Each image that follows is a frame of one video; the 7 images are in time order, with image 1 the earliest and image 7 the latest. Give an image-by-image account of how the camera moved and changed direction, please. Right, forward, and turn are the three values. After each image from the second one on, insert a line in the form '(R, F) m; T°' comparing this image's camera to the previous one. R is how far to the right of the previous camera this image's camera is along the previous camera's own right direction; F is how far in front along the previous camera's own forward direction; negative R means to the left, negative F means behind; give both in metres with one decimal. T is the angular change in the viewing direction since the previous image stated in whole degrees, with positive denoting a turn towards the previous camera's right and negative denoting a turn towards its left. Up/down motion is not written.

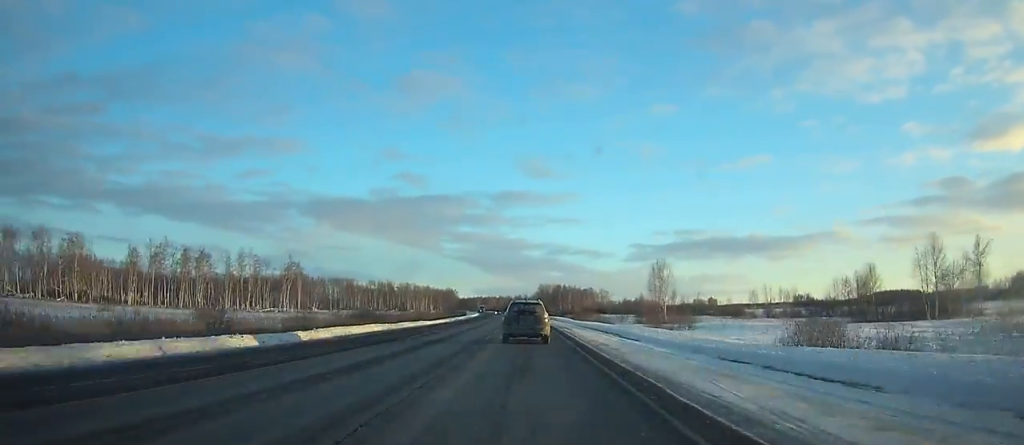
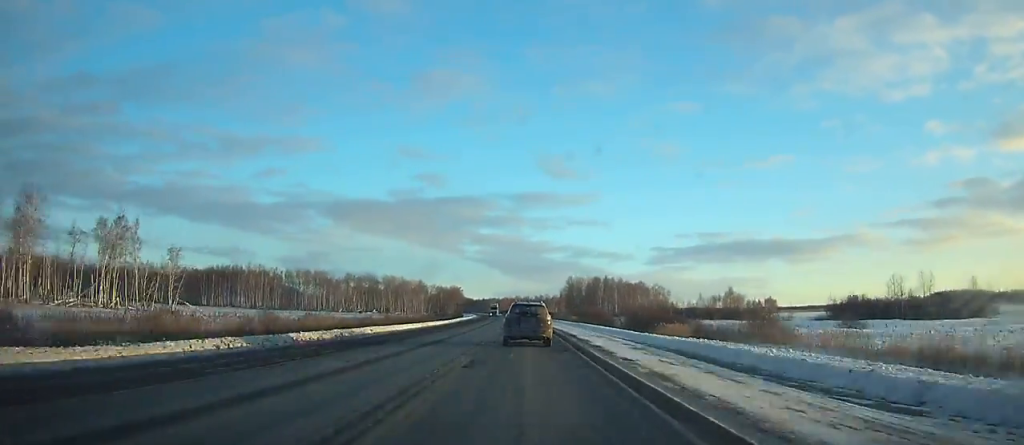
(-1.8, +94.9) m; -2°
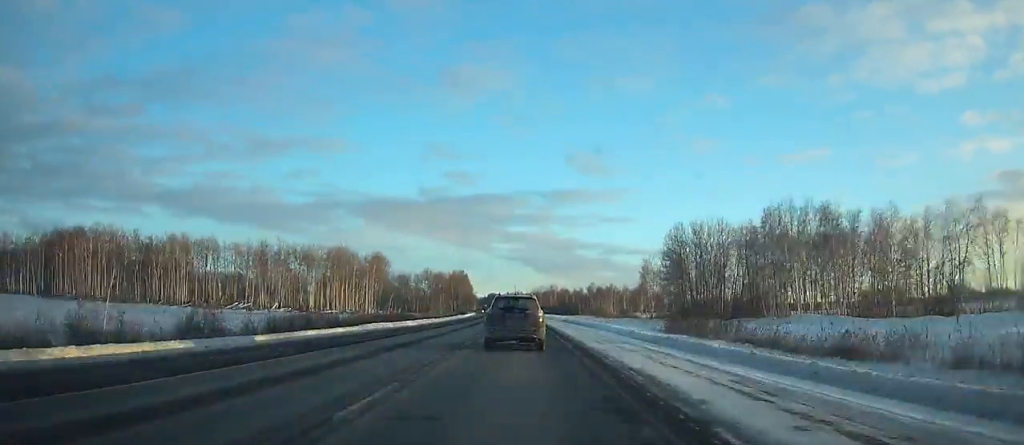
(-3.6, +133.3) m; -3°
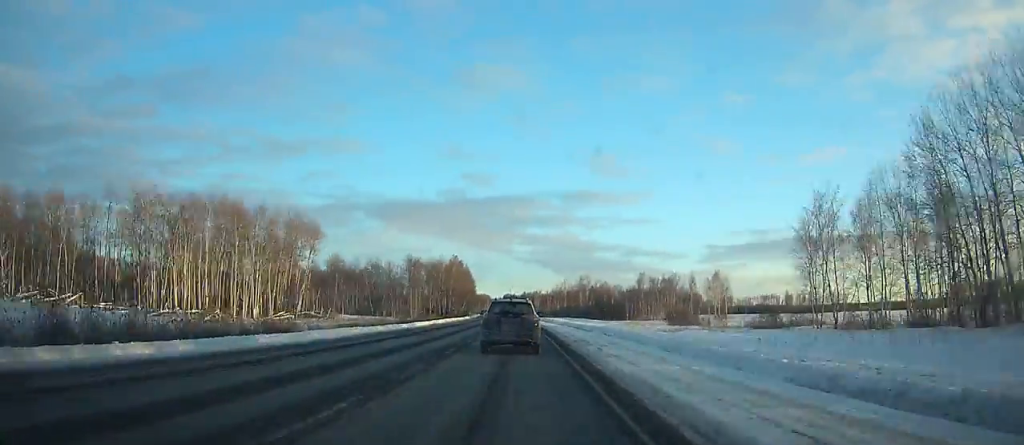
(-0.9, +72.6) m; -2°
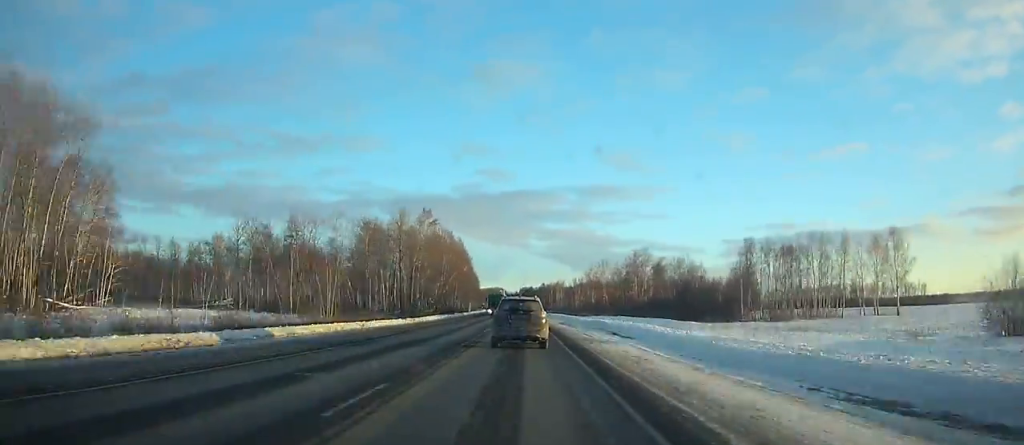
(-1.4, +71.6) m; -2°
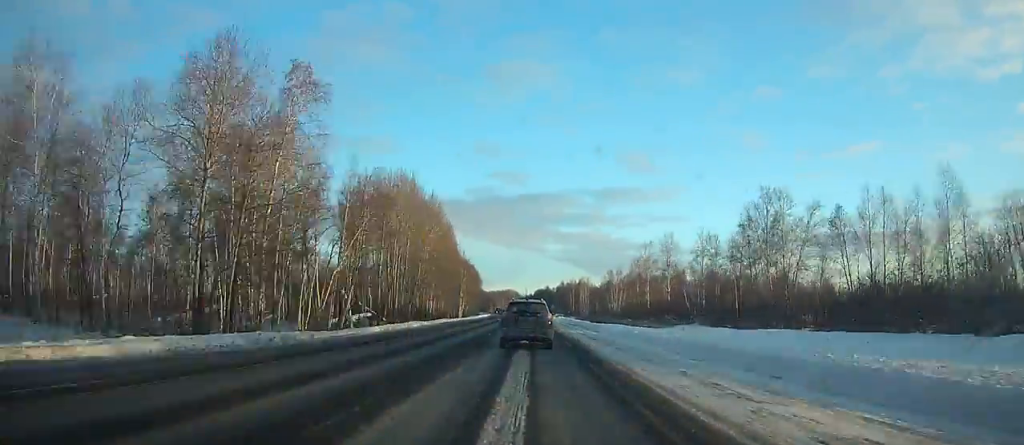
(-0.7, +60.4) m; -1°
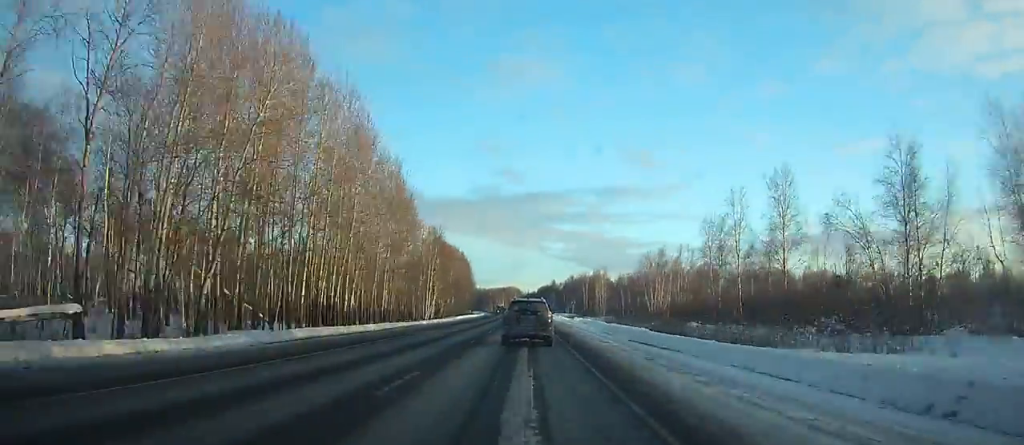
(-0.2, +46.7) m; -1°
